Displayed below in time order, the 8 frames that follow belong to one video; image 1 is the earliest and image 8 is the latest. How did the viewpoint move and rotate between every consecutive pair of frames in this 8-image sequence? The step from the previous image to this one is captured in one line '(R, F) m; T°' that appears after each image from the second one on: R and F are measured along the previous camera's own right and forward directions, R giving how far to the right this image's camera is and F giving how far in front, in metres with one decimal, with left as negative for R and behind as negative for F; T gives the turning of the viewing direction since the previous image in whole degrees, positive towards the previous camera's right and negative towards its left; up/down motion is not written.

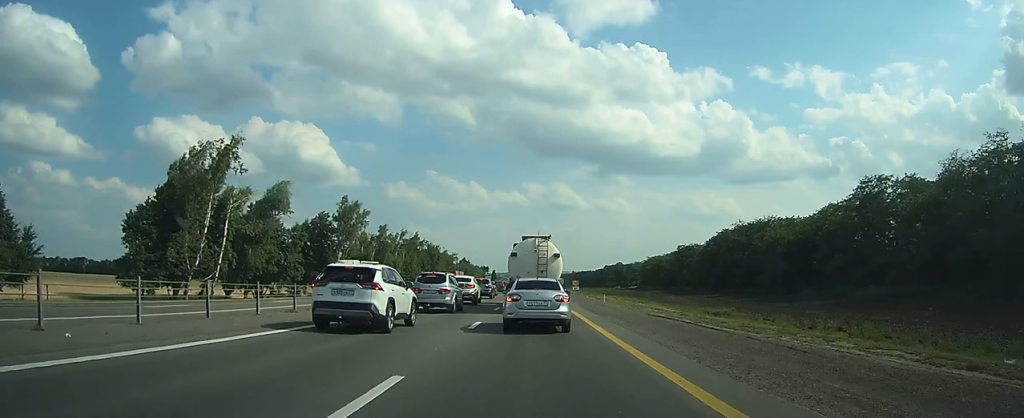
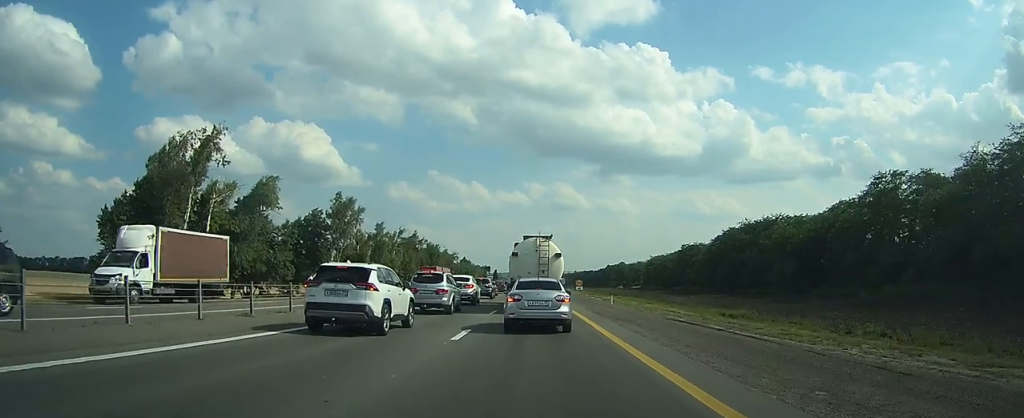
(+0.1, +3.7) m; +1°
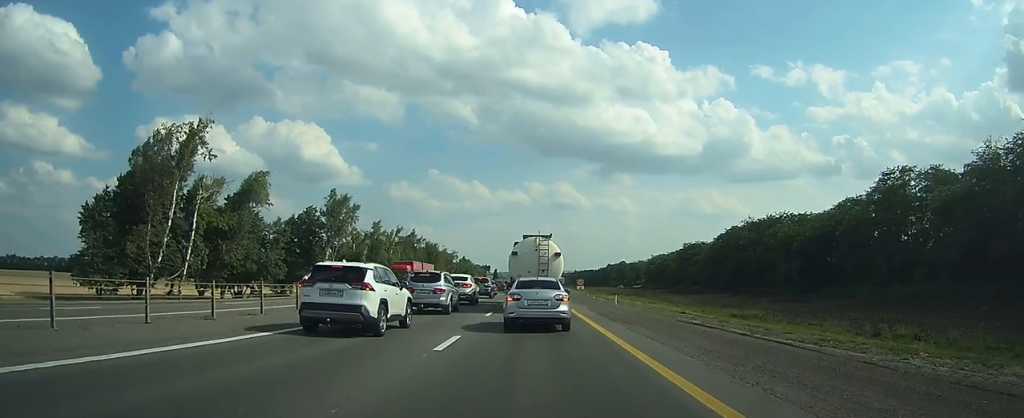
(0.0, +2.6) m; 0°
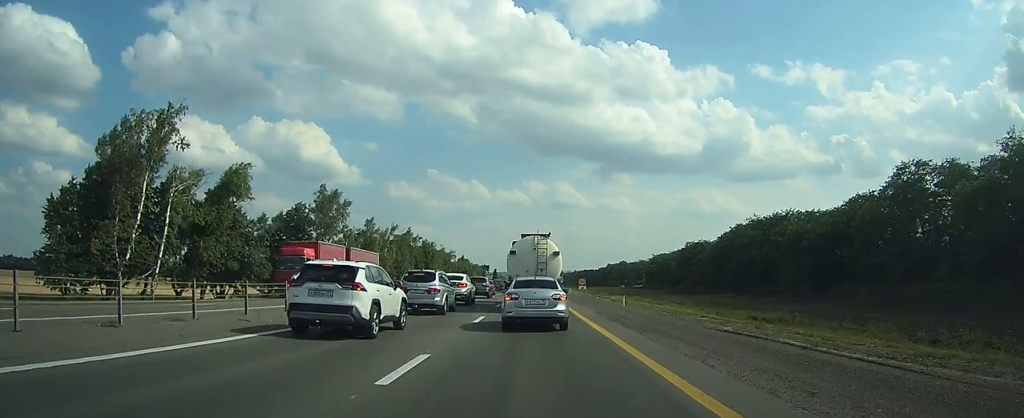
(0.0, +4.4) m; 0°
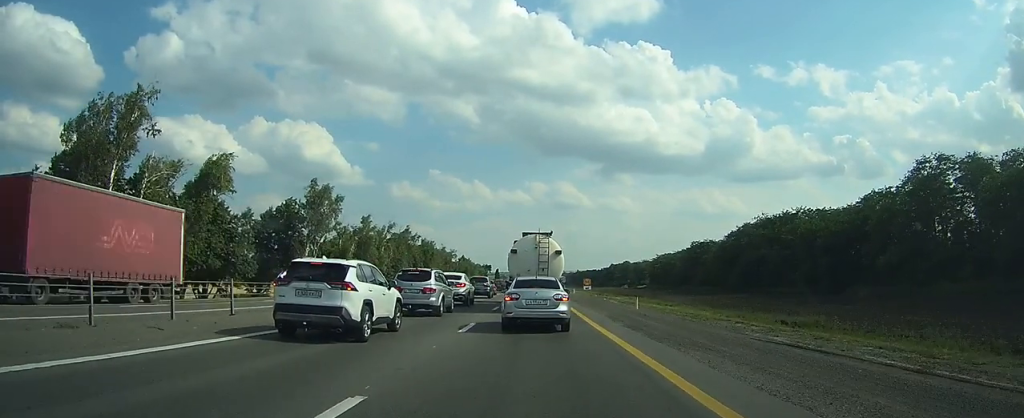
(0.0, +4.3) m; -1°
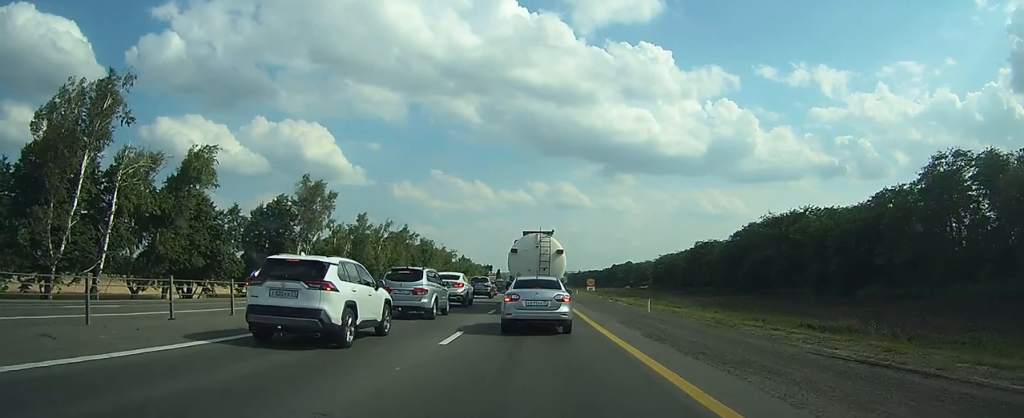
(0.0, +3.2) m; 0°
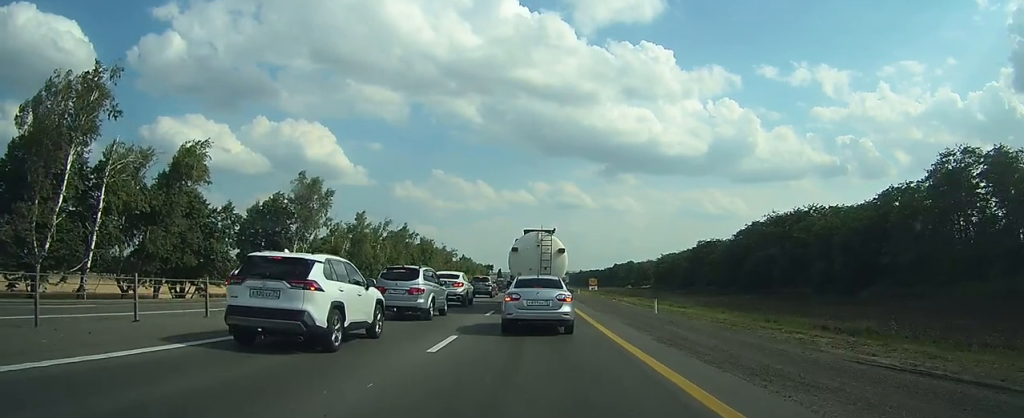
(0.0, +1.5) m; 0°
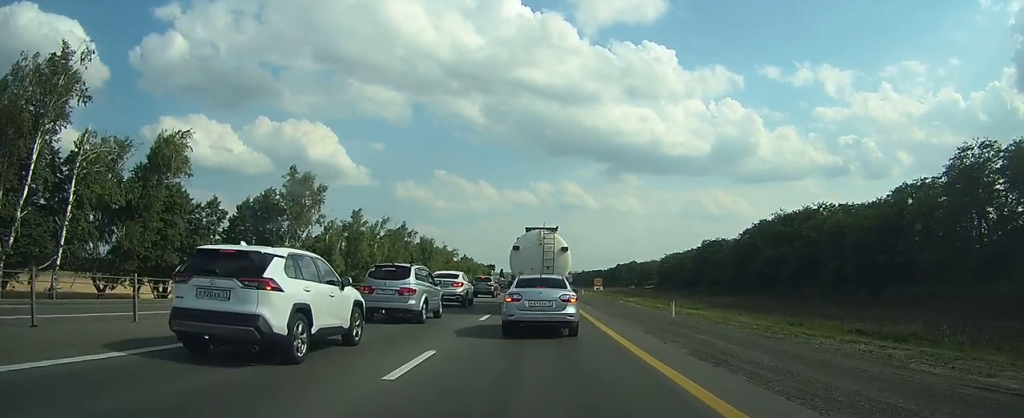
(0.0, +3.5) m; 0°
